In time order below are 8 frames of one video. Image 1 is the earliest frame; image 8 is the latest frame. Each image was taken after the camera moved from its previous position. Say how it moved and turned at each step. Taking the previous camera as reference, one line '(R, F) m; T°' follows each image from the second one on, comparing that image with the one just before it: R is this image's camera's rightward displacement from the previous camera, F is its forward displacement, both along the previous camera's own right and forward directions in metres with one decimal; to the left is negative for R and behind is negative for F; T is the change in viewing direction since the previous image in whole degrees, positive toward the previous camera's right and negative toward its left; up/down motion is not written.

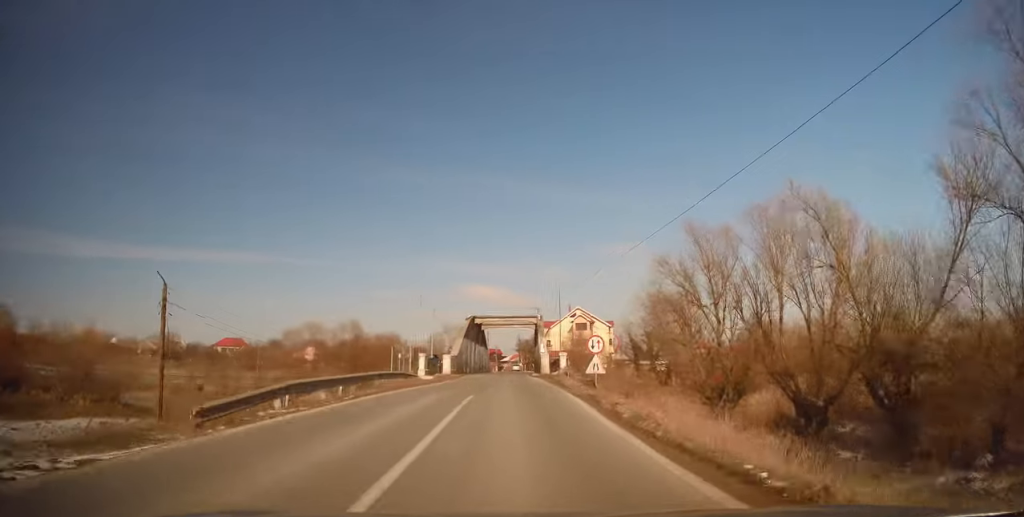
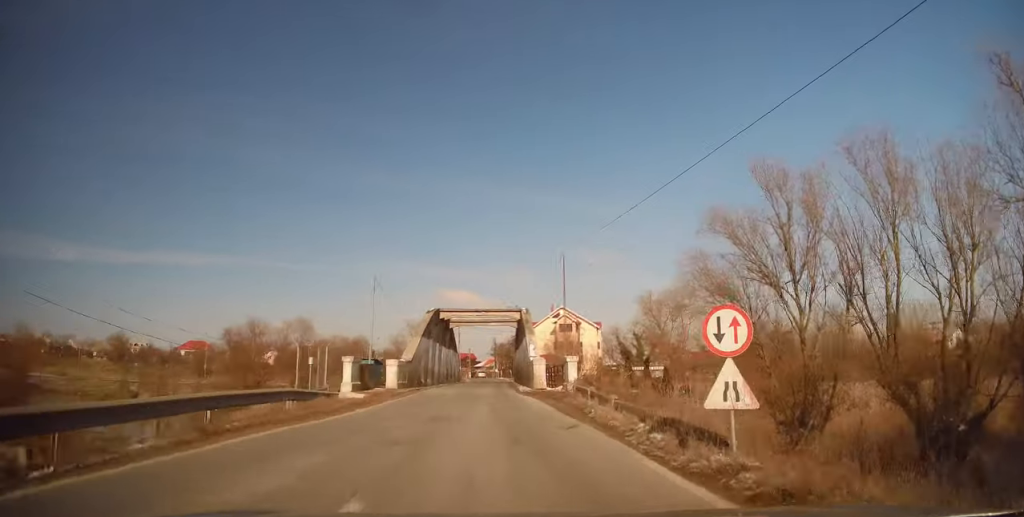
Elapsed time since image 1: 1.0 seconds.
(+0.5, +11.6) m; +3°
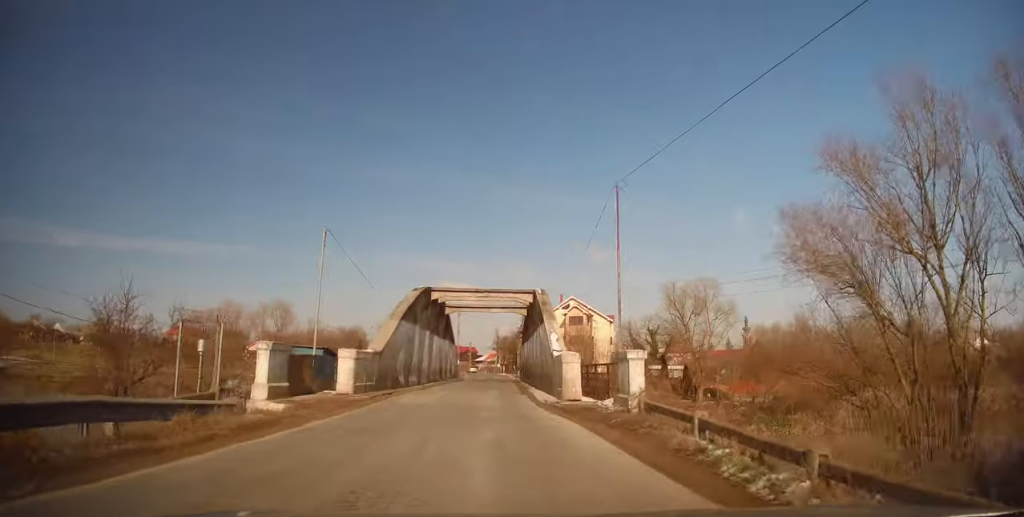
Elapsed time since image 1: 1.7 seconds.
(0.0, +8.1) m; +1°
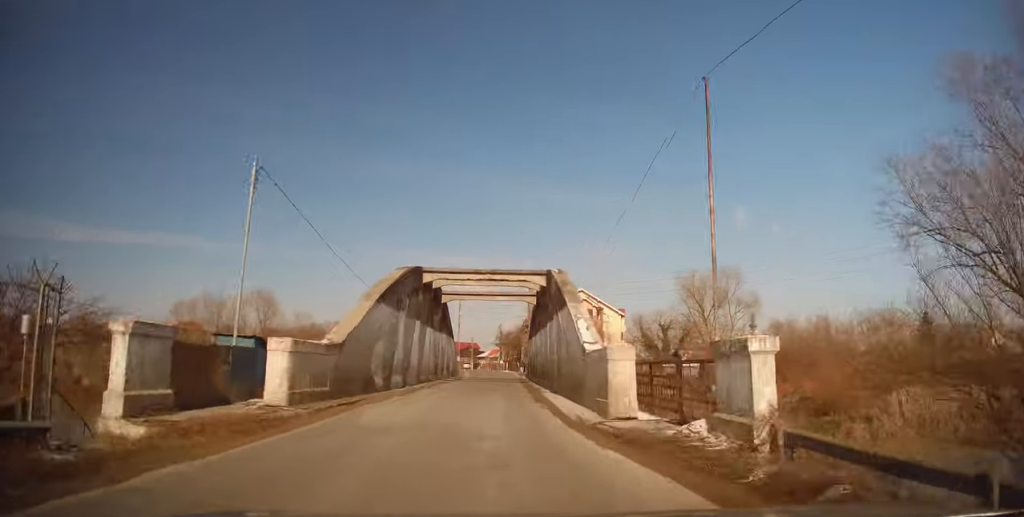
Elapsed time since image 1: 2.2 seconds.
(+0.1, +5.2) m; 0°
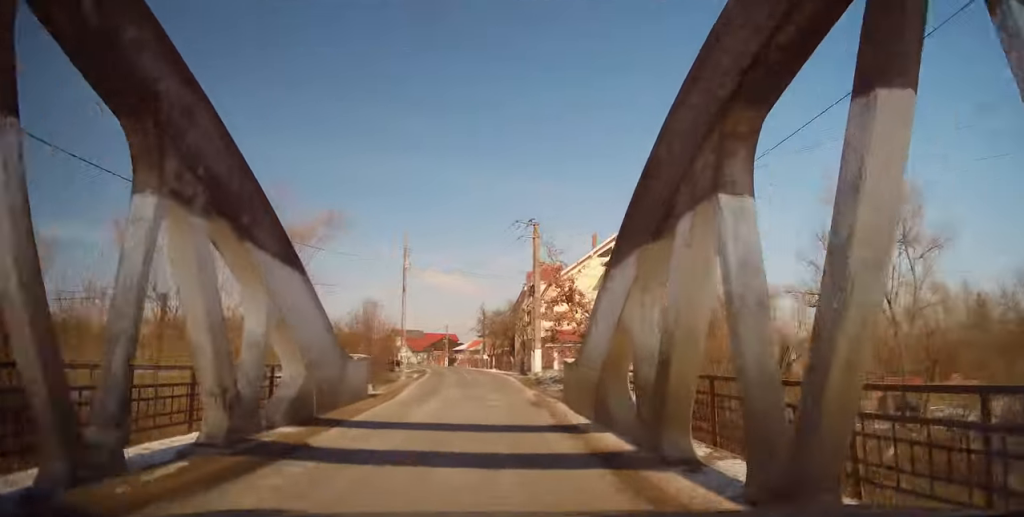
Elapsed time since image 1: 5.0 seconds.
(+0.5, +29.9) m; +2°
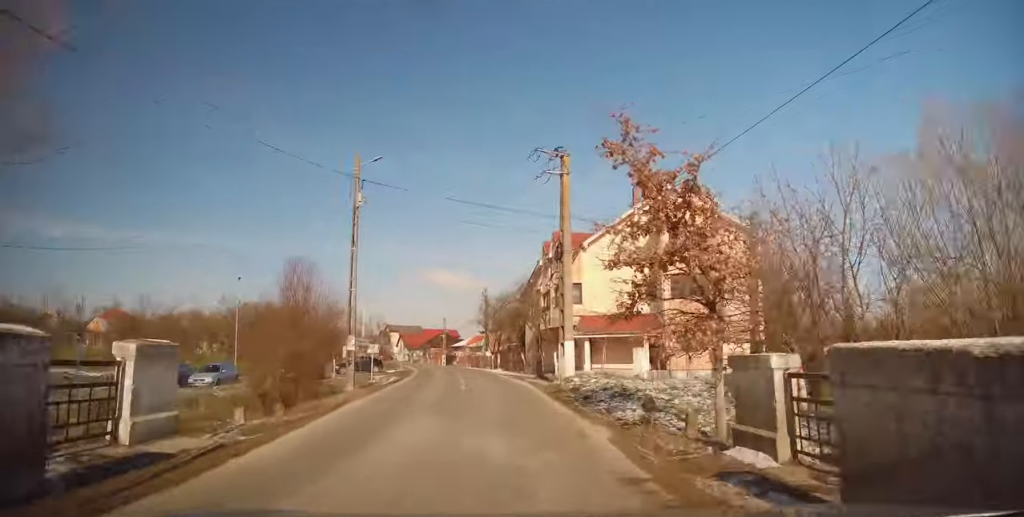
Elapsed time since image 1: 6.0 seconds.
(-0.1, +11.4) m; 0°
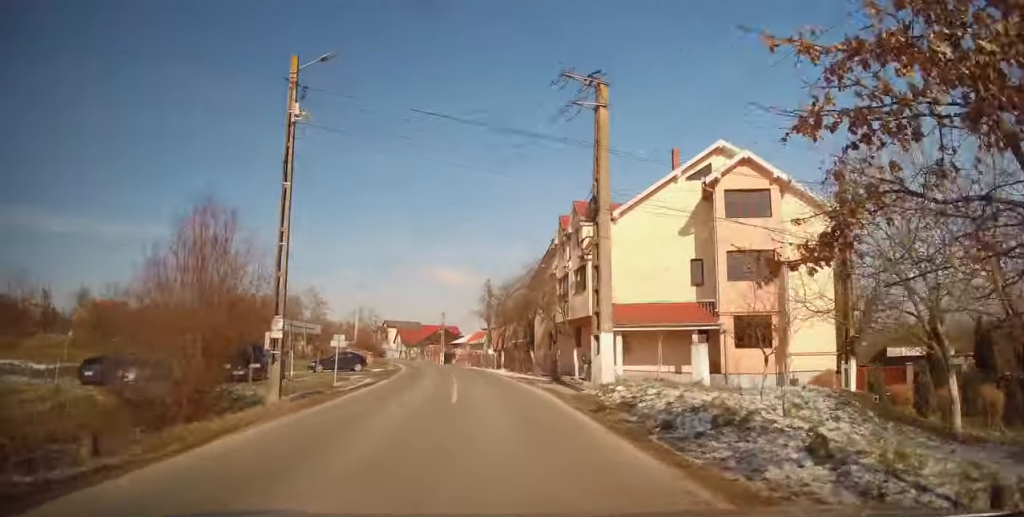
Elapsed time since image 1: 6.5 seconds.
(0.0, +6.5) m; +1°
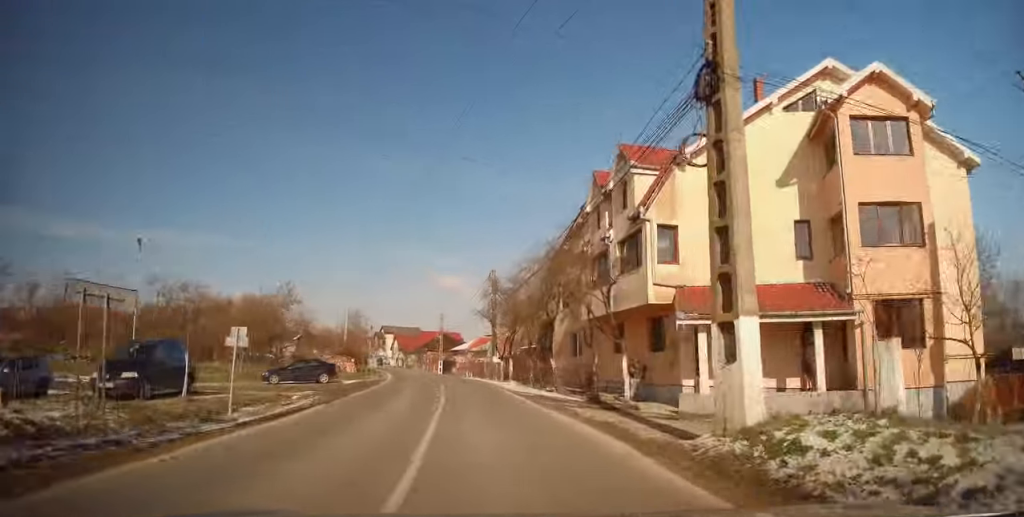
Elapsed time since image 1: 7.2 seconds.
(+0.1, +8.8) m; -1°
